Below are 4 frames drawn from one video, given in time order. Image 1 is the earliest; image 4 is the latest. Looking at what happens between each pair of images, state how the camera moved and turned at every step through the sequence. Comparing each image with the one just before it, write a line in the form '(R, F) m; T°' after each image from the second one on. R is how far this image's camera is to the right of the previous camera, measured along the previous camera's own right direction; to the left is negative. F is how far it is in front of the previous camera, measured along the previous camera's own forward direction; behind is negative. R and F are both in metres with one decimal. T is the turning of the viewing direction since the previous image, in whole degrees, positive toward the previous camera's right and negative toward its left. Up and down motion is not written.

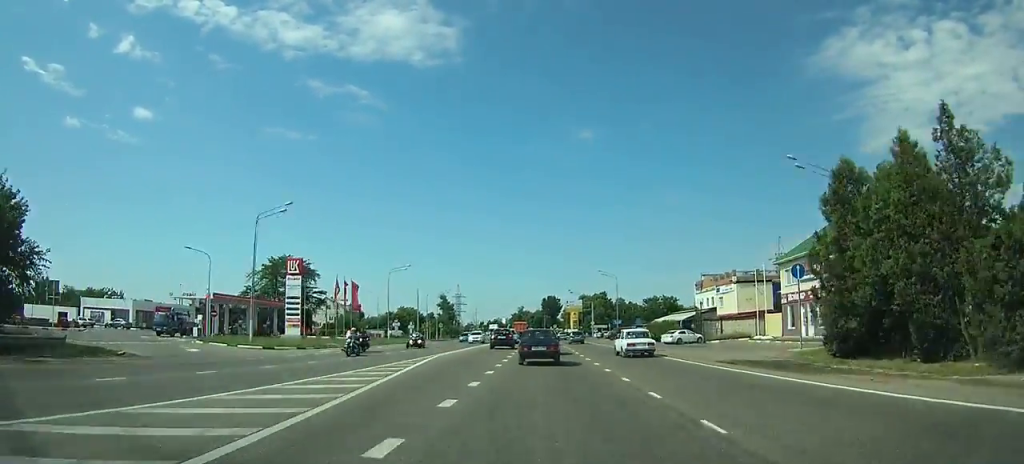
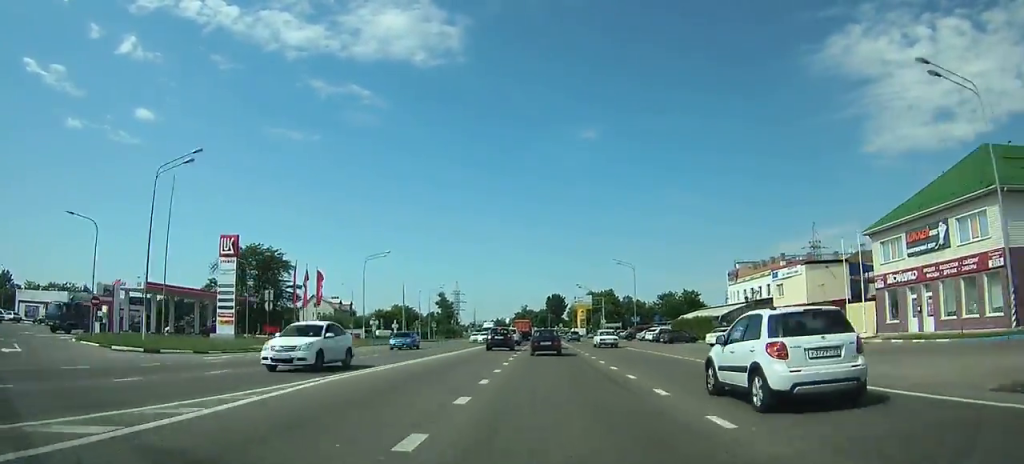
(0.0, +15.6) m; 0°
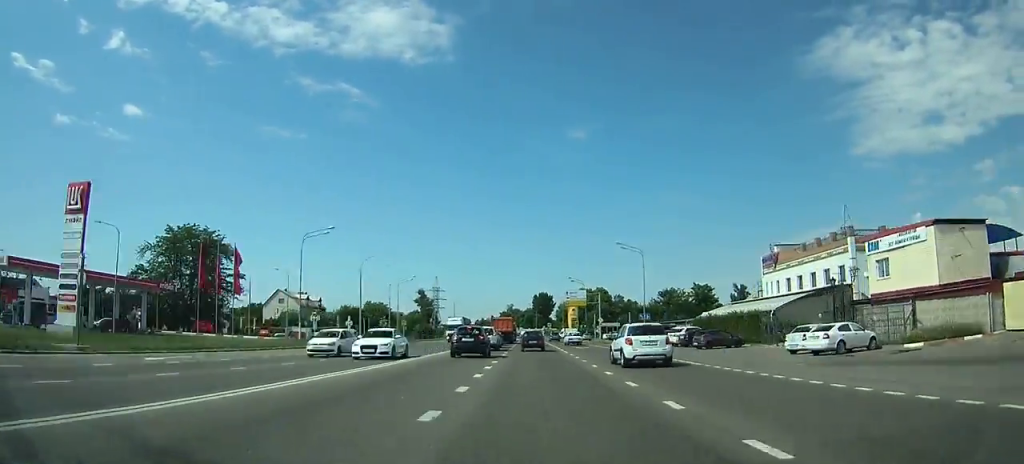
(+0.1, +17.6) m; 0°
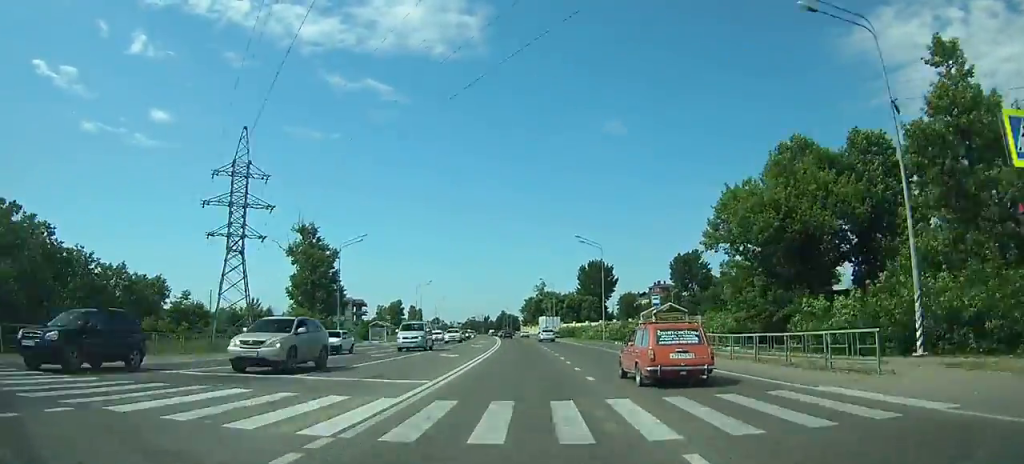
(-4.9, +158.4) m; -5°
